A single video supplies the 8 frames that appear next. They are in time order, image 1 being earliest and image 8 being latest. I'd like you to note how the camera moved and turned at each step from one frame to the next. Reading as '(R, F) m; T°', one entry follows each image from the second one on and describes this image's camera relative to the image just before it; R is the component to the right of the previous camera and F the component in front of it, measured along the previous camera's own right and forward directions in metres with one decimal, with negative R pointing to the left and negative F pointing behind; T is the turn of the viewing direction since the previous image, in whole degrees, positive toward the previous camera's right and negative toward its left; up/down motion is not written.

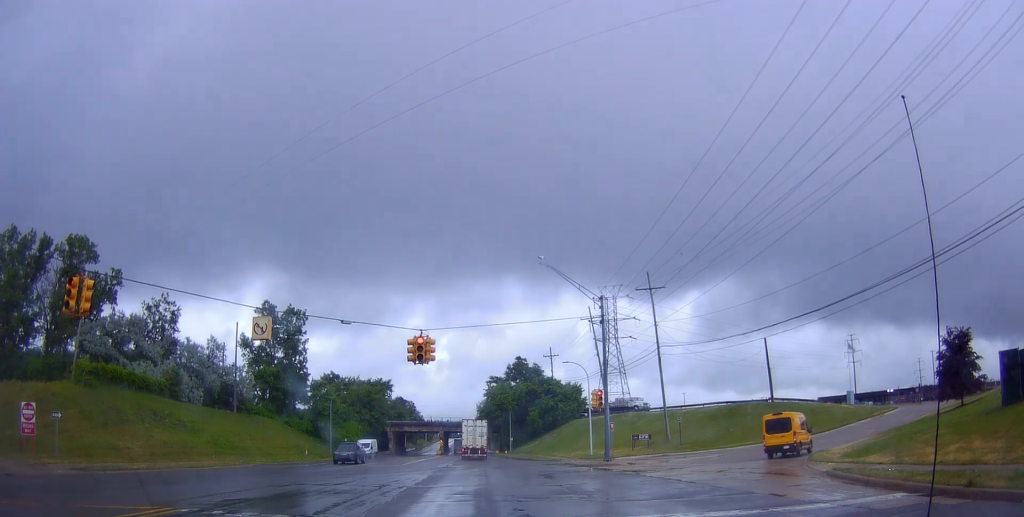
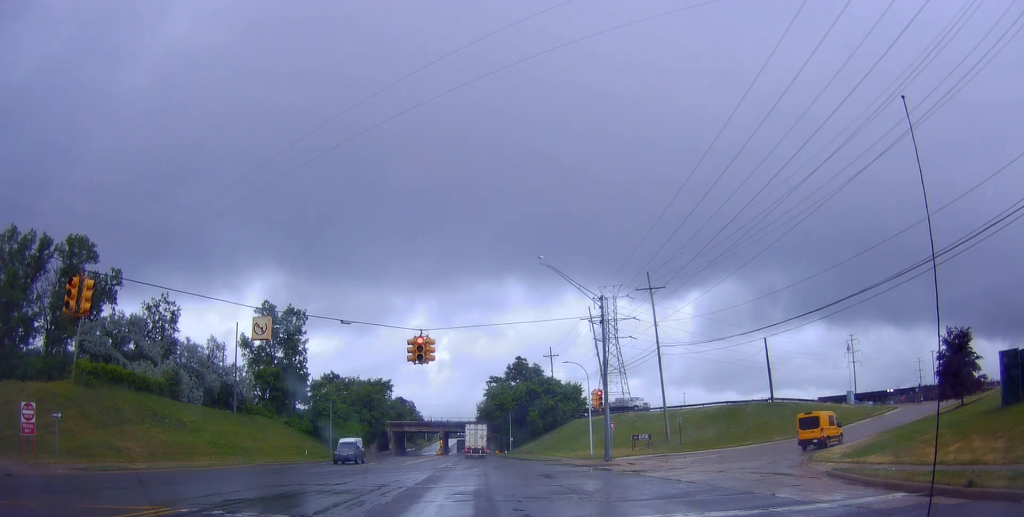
(0.0, 0.0) m; 0°
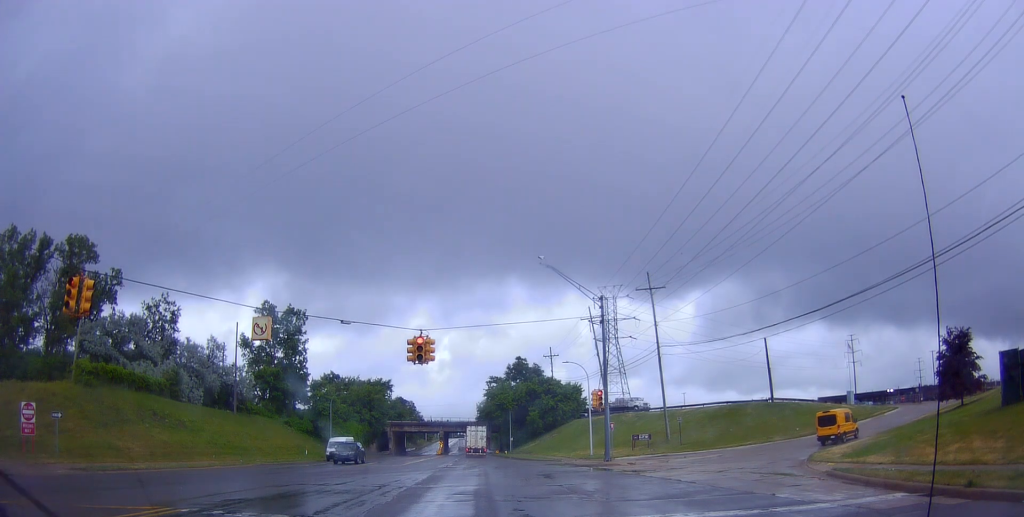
(0.0, 0.0) m; 0°
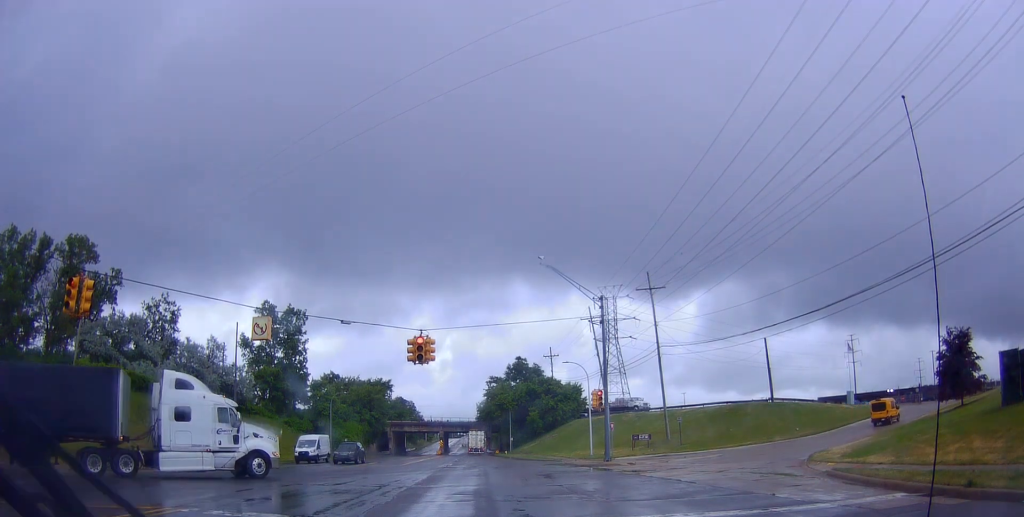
(0.0, 0.0) m; 0°
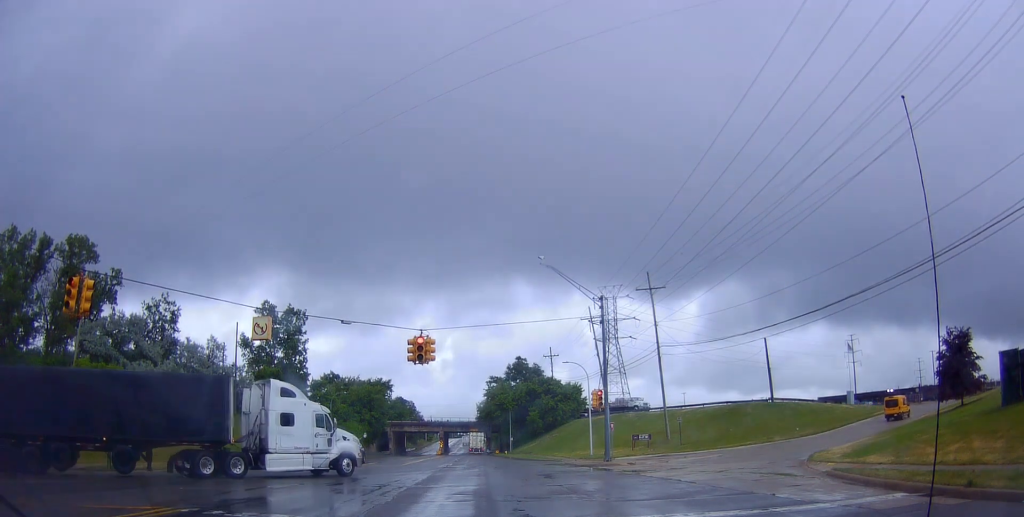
(0.0, 0.0) m; 0°
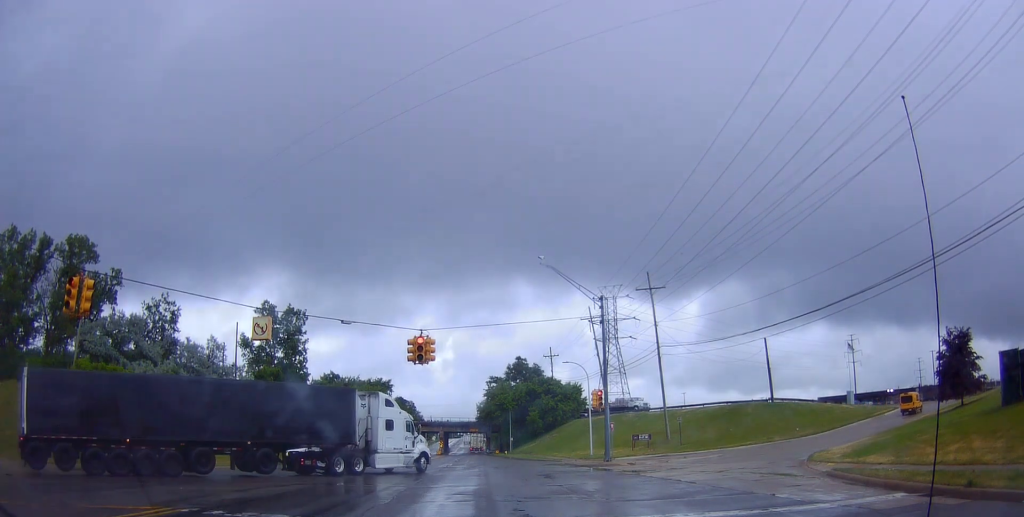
(0.0, 0.0) m; 0°
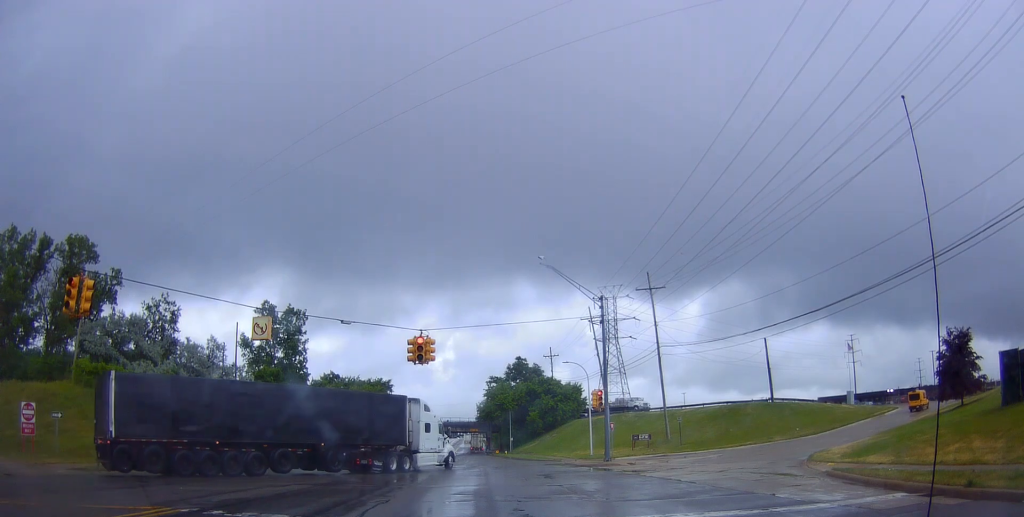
(0.0, 0.0) m; 0°
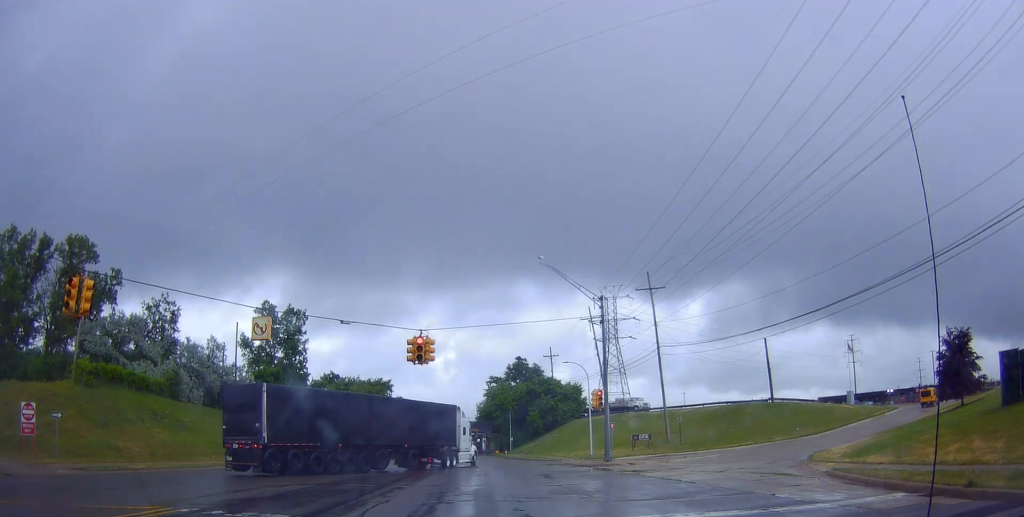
(0.0, 0.0) m; 0°
